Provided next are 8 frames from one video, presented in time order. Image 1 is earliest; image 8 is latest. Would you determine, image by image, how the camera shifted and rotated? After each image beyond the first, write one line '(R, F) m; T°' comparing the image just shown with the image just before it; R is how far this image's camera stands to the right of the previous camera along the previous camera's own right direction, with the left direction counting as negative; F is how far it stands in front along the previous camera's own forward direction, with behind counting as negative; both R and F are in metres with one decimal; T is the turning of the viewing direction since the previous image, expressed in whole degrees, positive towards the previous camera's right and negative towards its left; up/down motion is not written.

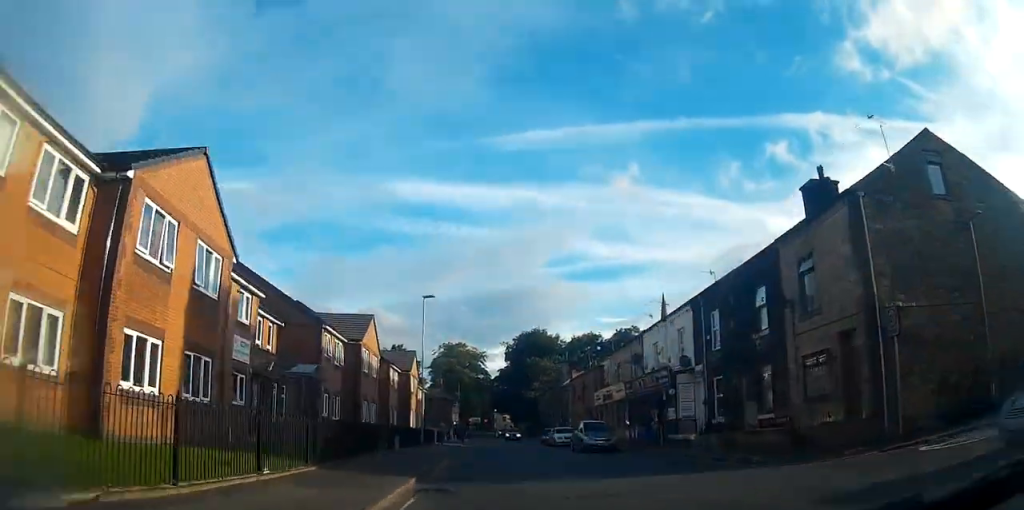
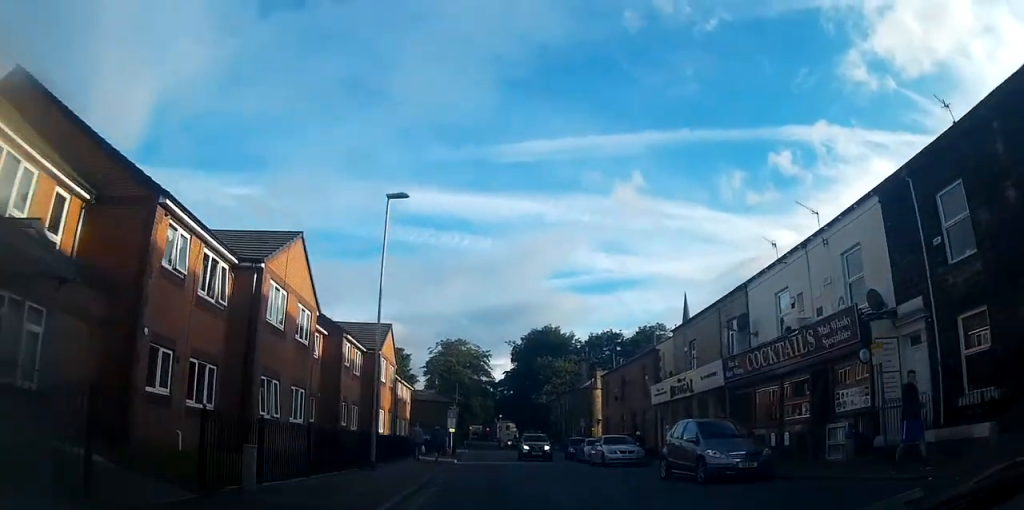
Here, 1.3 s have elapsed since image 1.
(+0.1, +15.9) m; 0°
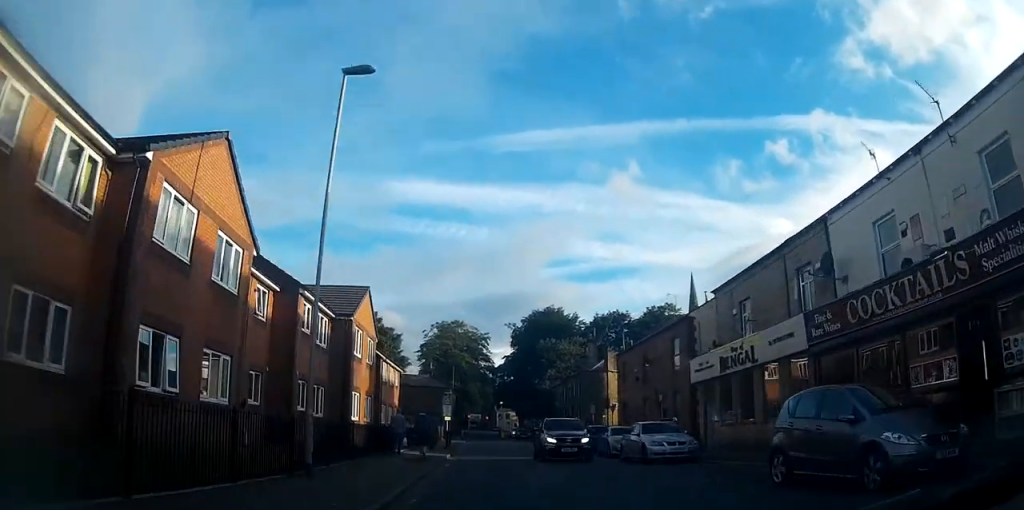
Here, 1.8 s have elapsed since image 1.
(-0.1, +6.6) m; 0°
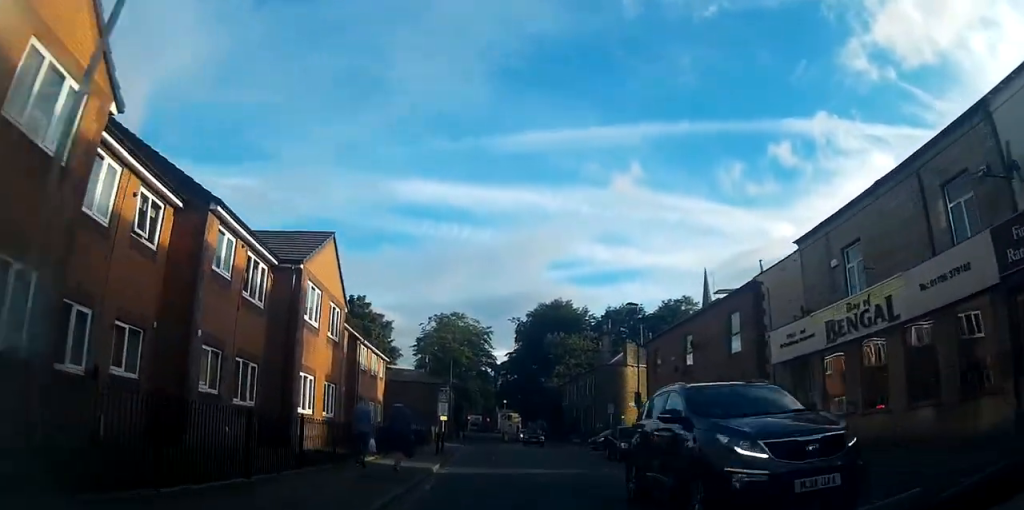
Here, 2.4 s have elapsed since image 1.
(0.0, +7.8) m; 0°
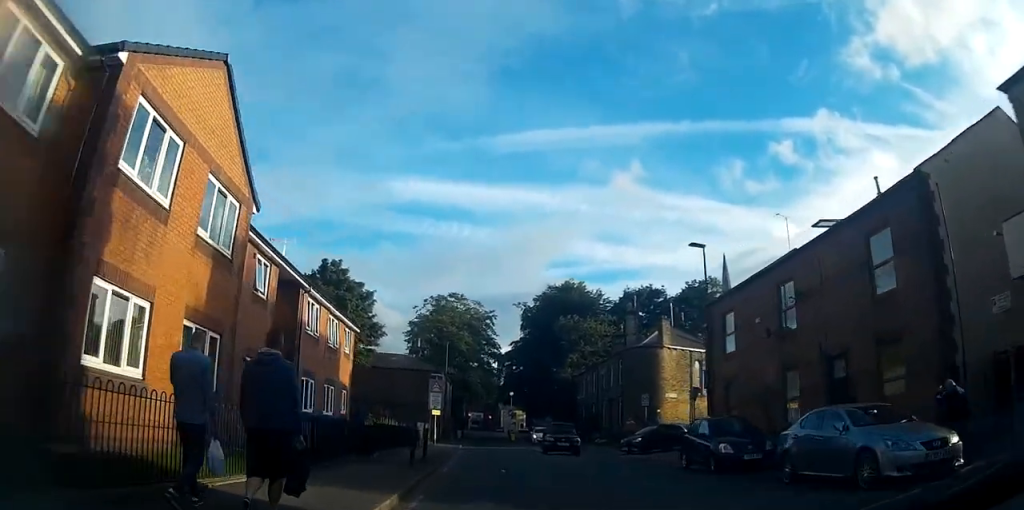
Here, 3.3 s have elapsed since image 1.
(+0.1, +10.4) m; -1°
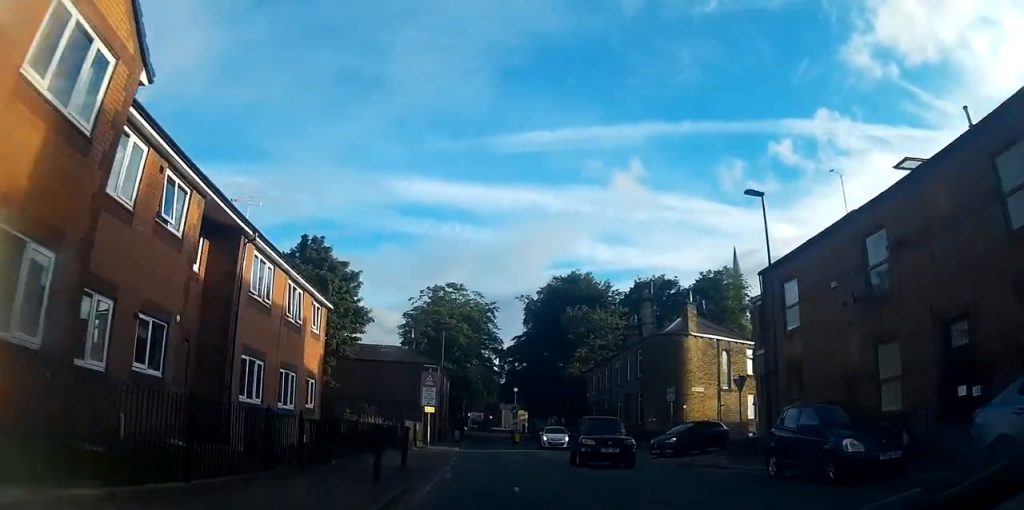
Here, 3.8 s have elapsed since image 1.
(-0.1, +5.5) m; 0°
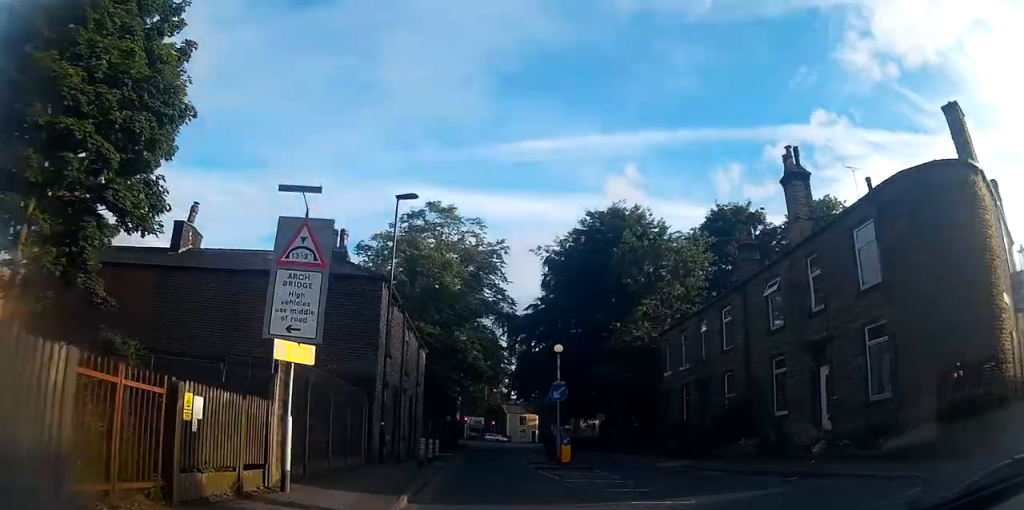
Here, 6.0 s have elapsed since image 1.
(0.0, +25.7) m; 0°
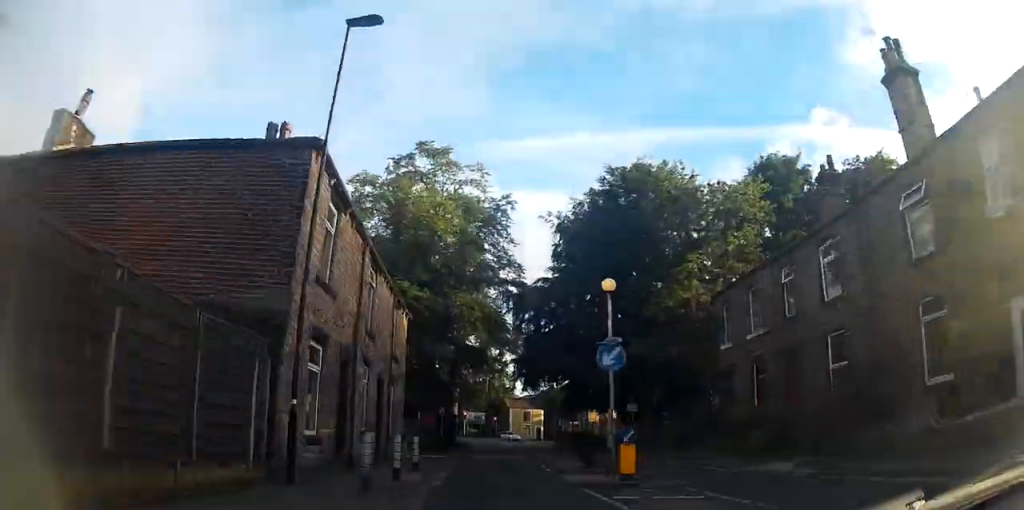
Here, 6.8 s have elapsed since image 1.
(-0.1, +8.6) m; 0°
